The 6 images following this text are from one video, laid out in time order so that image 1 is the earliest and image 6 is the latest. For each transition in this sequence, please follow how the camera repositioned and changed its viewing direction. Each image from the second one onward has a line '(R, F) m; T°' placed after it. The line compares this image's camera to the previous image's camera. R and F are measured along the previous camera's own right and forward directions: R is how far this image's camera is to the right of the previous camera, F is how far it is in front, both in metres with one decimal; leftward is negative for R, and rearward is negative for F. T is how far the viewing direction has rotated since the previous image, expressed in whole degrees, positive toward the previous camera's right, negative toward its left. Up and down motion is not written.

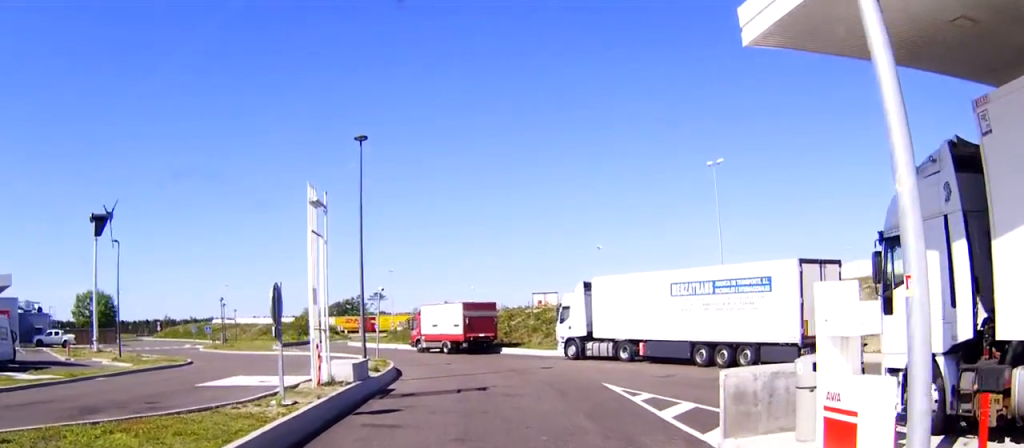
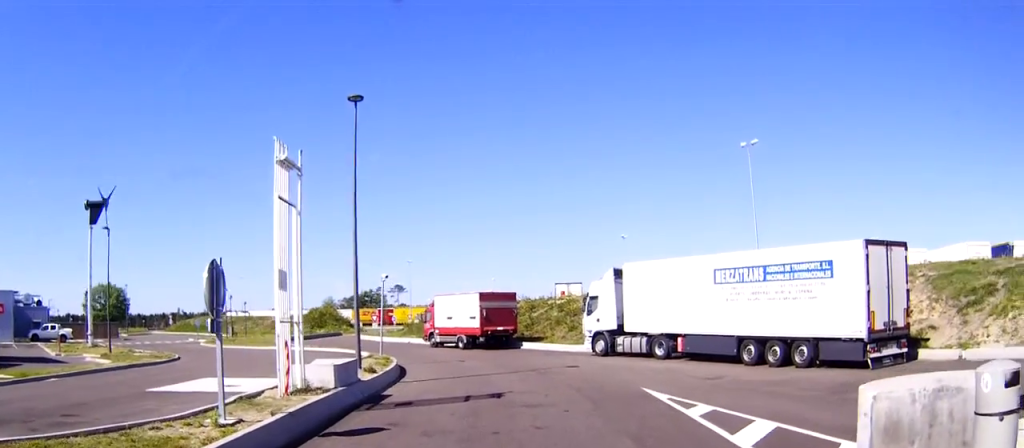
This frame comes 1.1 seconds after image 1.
(0.0, +4.0) m; 0°
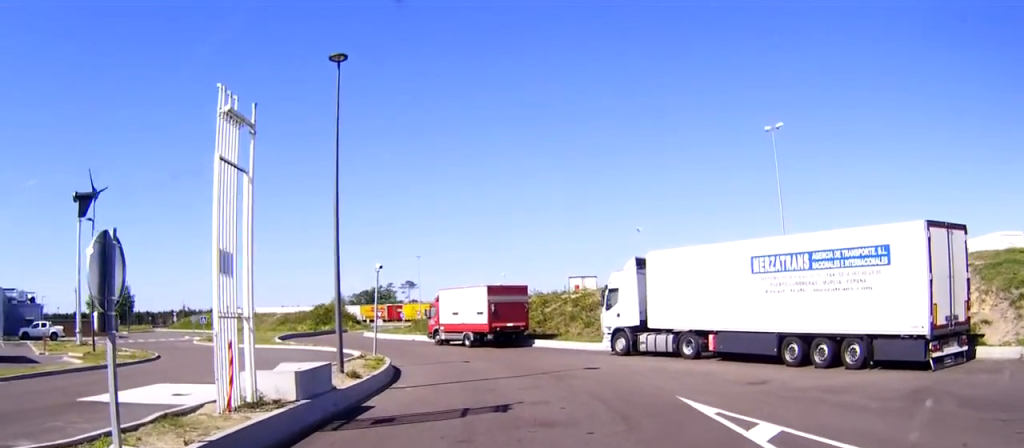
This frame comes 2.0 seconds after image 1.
(0.0, +3.4) m; 0°
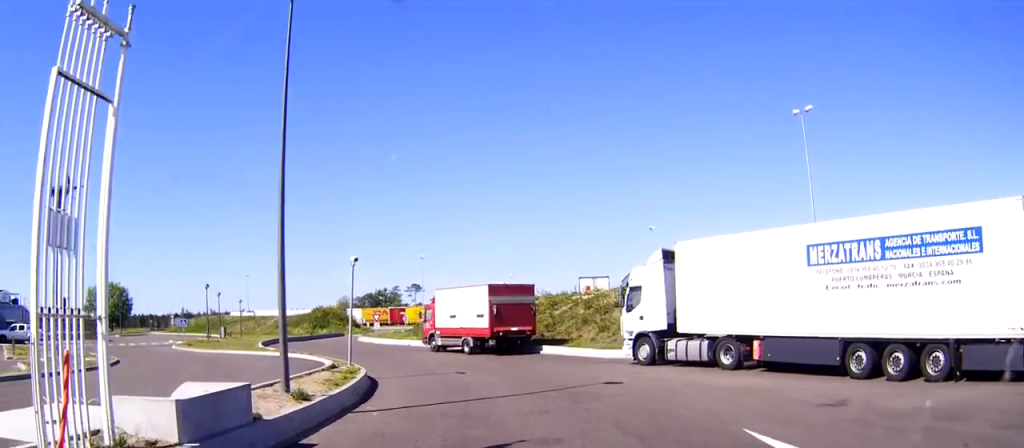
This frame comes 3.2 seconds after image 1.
(0.0, +4.7) m; 0°
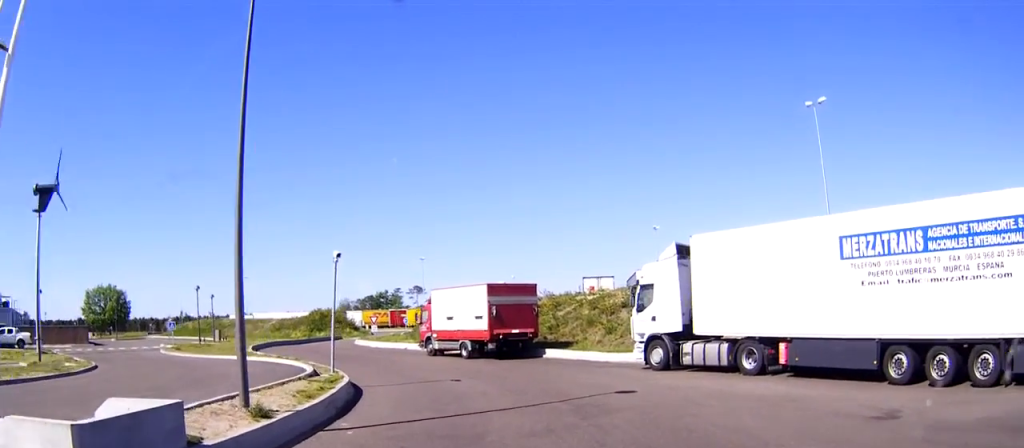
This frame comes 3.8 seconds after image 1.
(0.0, +2.1) m; 0°
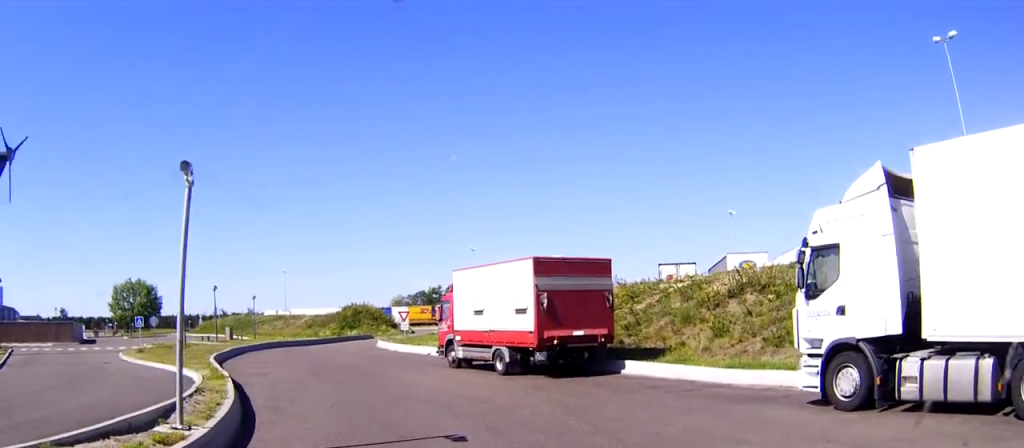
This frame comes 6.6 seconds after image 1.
(-1.2, +10.8) m; -15°
